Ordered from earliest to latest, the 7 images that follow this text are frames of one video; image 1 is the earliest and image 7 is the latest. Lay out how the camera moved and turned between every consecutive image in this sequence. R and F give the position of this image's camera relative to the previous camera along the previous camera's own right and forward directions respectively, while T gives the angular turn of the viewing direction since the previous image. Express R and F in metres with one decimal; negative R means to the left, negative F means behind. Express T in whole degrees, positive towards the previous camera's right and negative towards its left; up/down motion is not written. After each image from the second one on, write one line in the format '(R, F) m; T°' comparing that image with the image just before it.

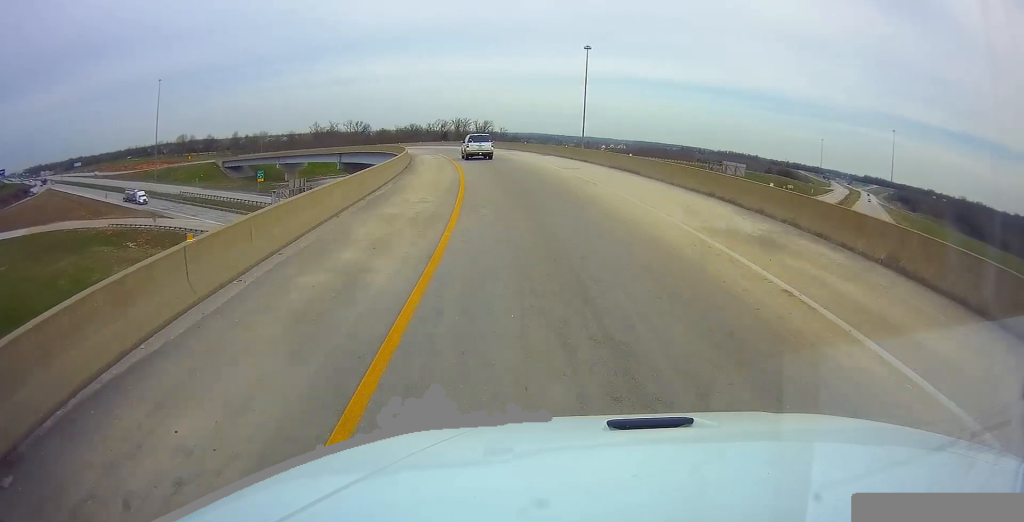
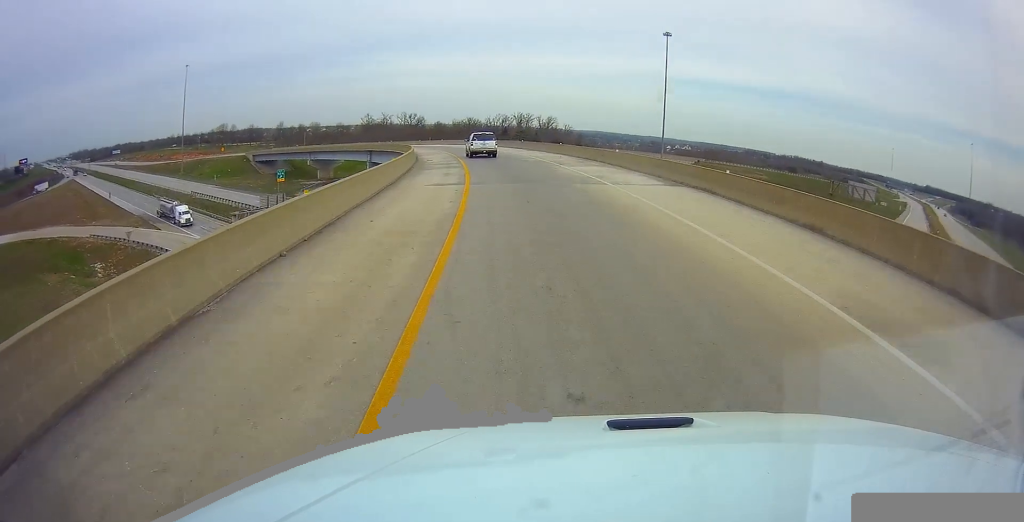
(-1.2, +25.9) m; -5°
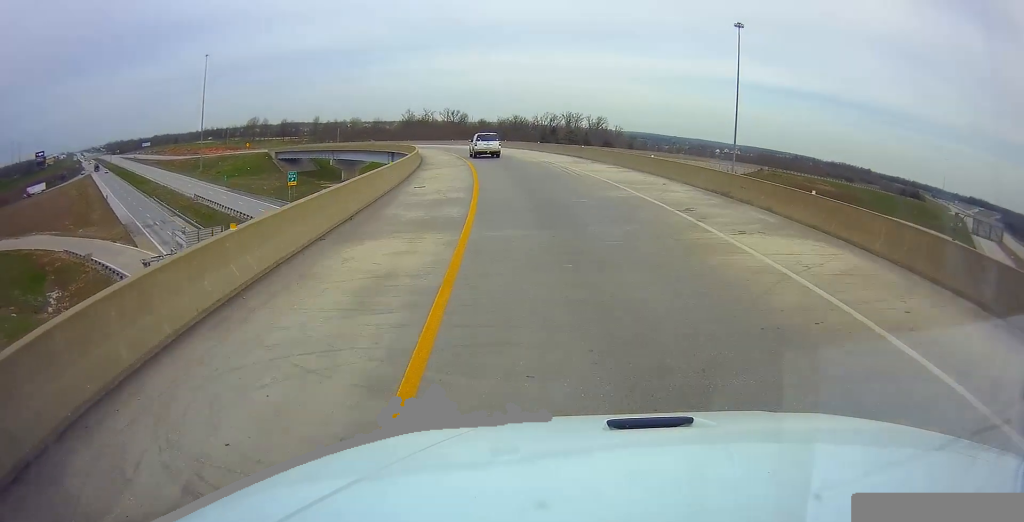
(-0.7, +20.4) m; -5°
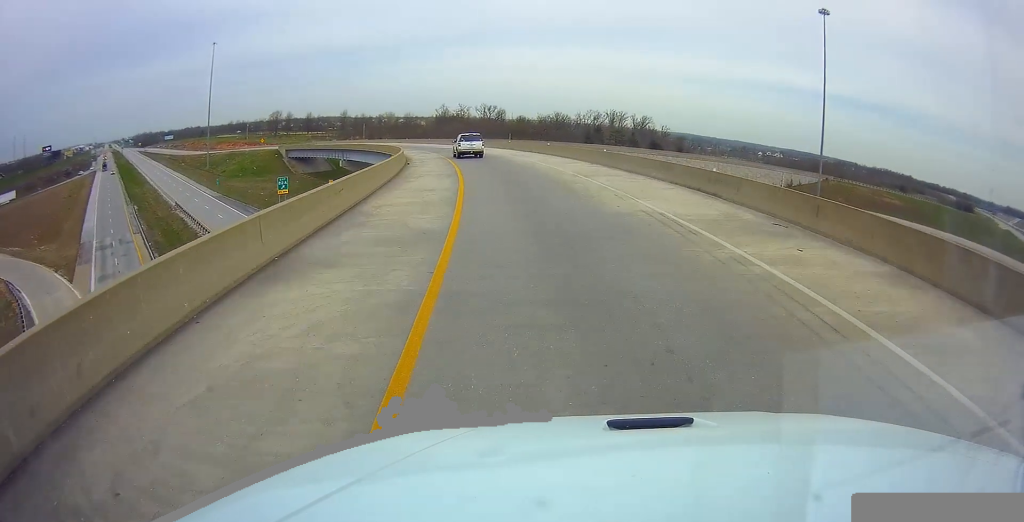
(-1.3, +24.1) m; -6°
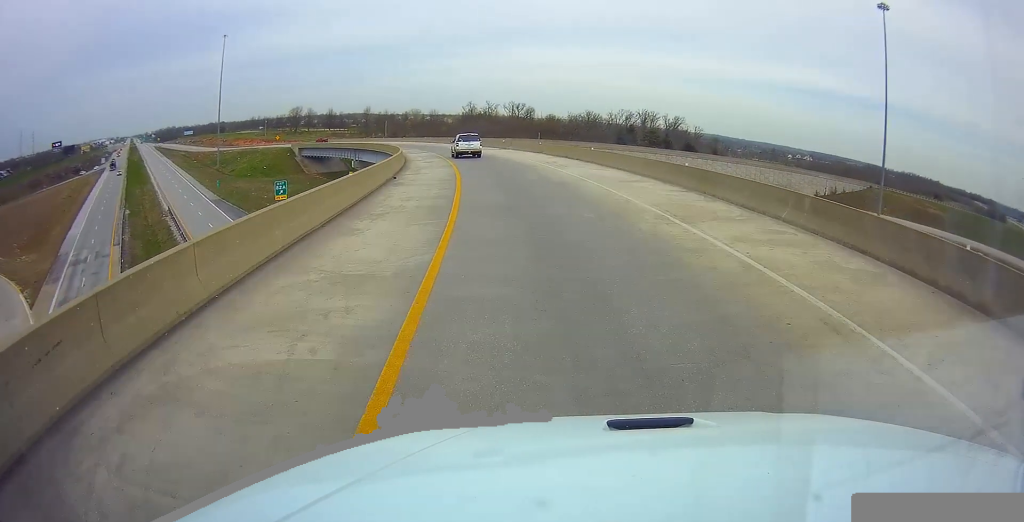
(-0.5, +12.5) m; -3°
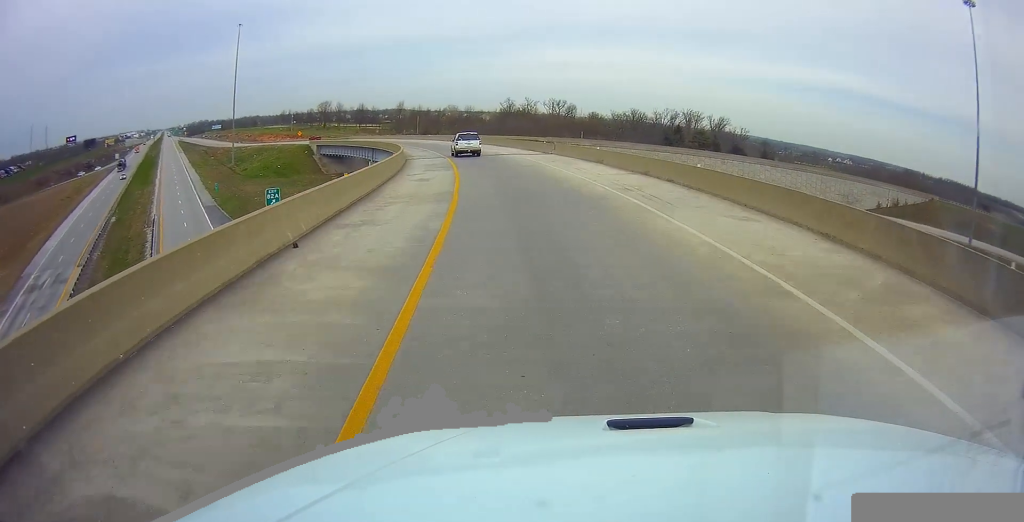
(-0.5, +16.3) m; -3°
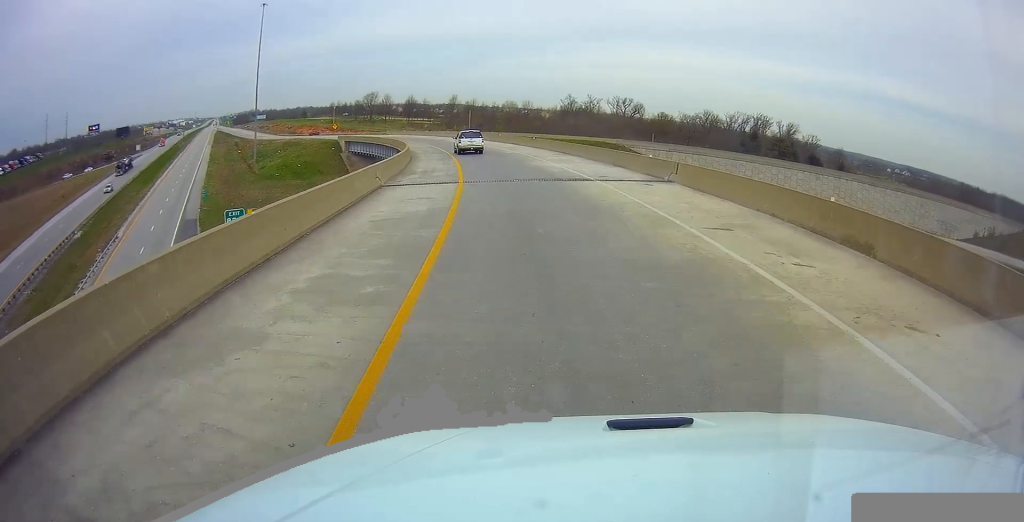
(-0.9, +23.9) m; -5°
